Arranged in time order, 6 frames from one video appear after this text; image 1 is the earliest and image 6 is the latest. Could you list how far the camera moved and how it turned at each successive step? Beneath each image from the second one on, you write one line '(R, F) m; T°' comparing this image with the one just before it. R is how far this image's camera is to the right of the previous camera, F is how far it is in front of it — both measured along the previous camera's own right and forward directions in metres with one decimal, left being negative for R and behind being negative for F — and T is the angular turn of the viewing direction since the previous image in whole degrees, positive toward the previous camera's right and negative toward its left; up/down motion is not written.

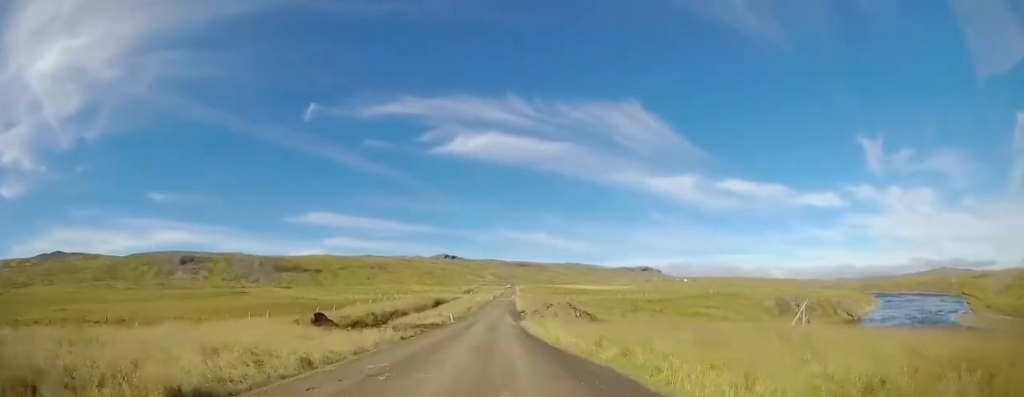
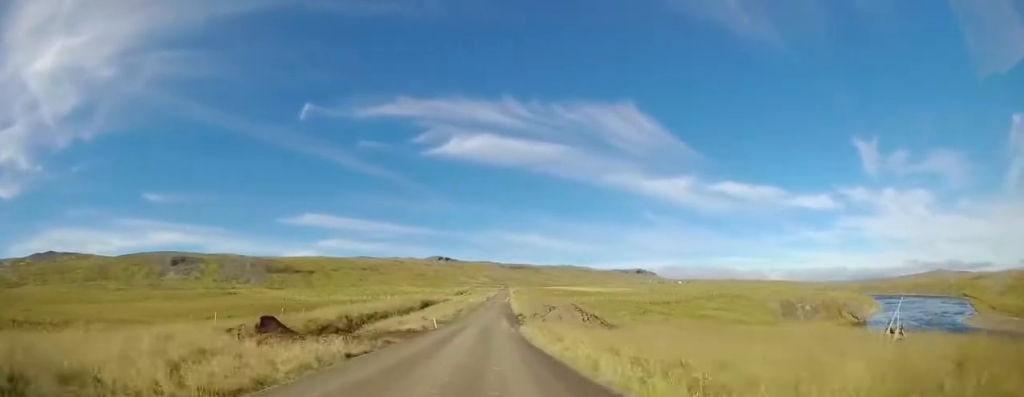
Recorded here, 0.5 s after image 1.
(+0.2, +6.5) m; 0°
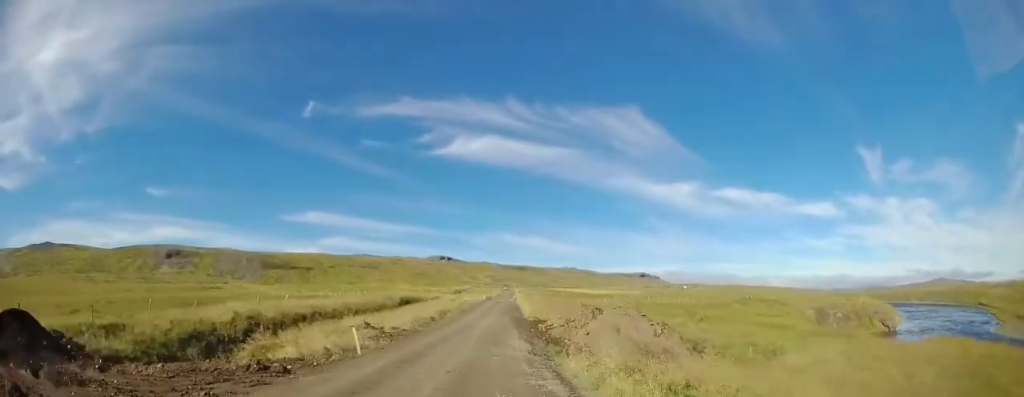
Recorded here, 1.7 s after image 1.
(-0.2, +16.5) m; -1°
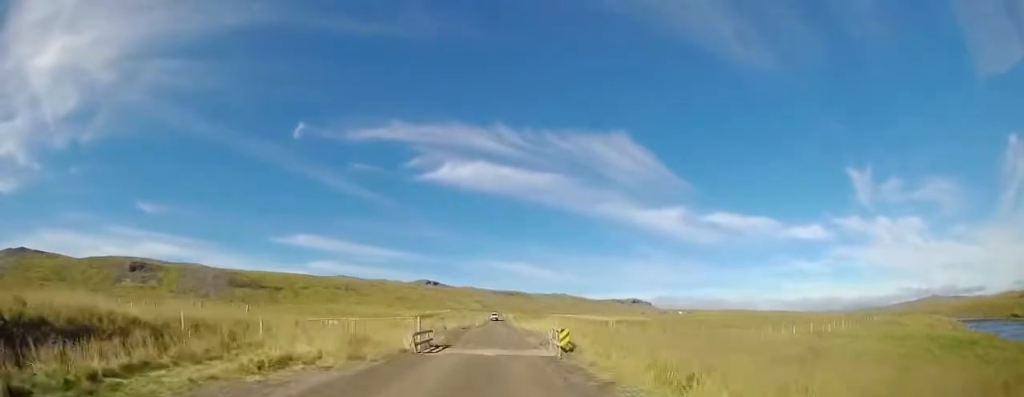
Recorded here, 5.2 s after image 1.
(0.0, +49.1) m; +2°
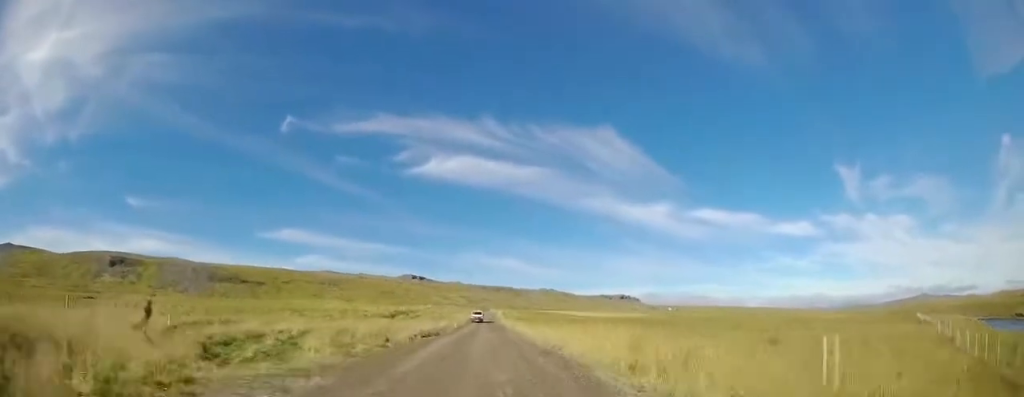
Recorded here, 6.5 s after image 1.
(+0.2, +15.4) m; +2°
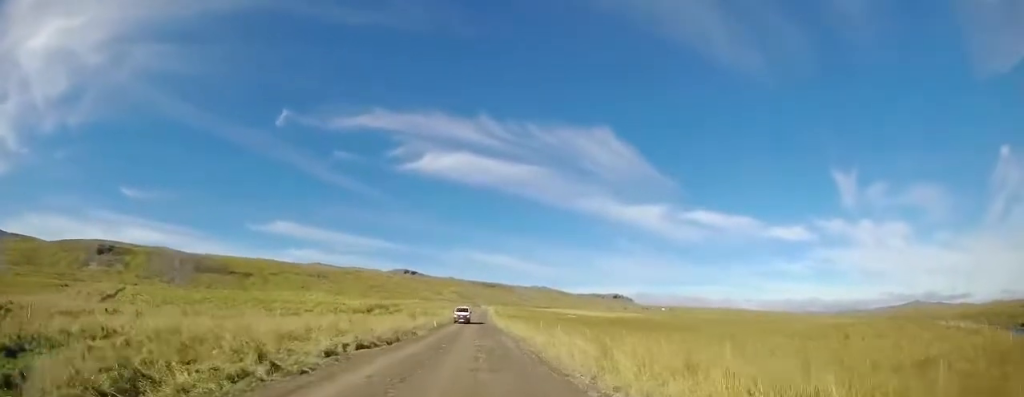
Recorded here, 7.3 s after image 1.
(+0.2, +10.1) m; +2°
